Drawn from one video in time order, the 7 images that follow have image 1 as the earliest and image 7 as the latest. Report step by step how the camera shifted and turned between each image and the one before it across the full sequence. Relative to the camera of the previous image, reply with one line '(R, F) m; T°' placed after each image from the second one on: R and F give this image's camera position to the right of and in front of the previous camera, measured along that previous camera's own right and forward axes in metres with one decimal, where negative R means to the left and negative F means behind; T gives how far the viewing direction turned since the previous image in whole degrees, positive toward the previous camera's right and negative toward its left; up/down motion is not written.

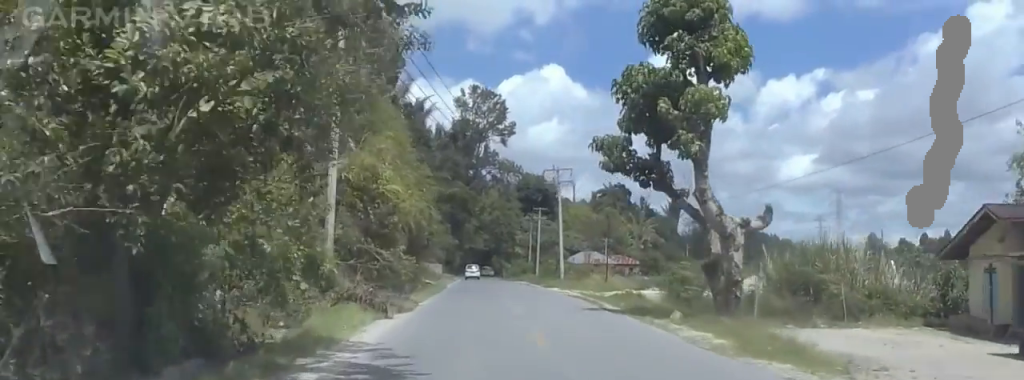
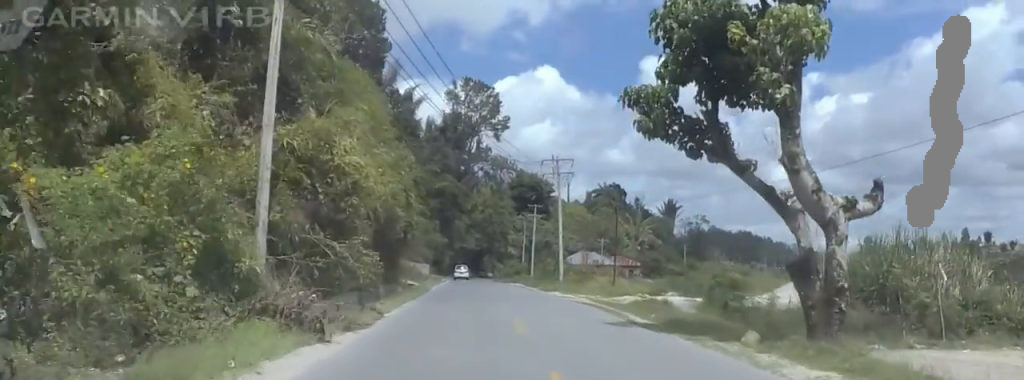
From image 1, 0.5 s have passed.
(-0.5, +7.7) m; -1°
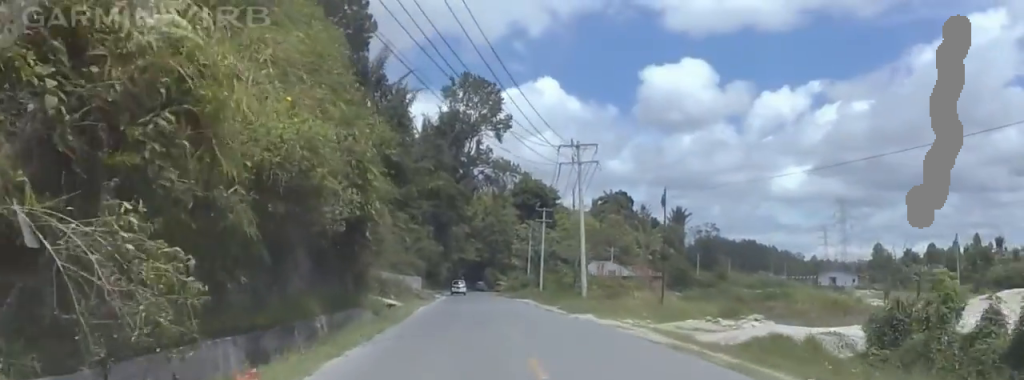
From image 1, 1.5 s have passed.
(-0.4, +14.2) m; +2°
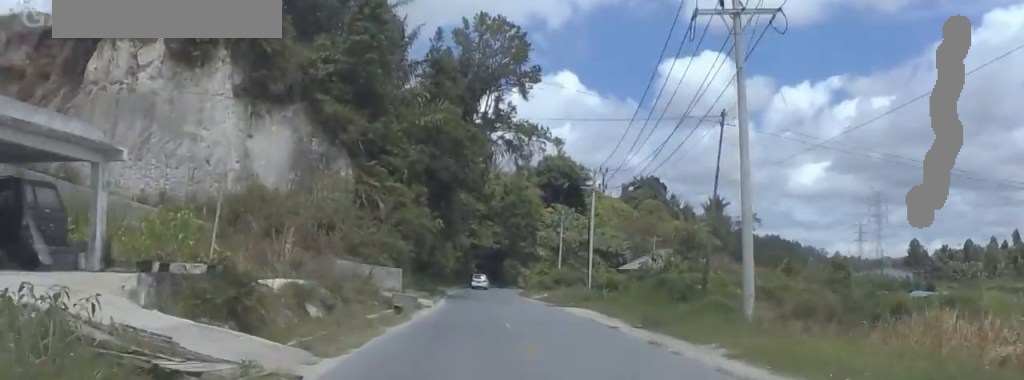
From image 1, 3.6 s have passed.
(+2.1, +31.9) m; +4°
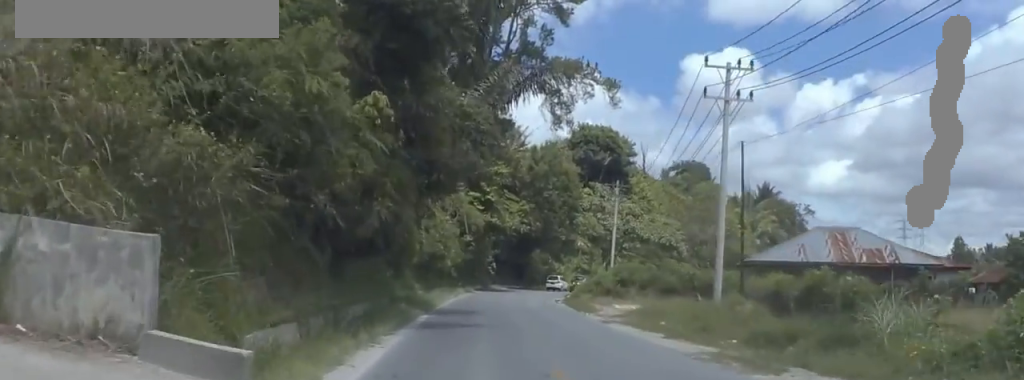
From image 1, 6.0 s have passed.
(0.0, +35.2) m; 0°
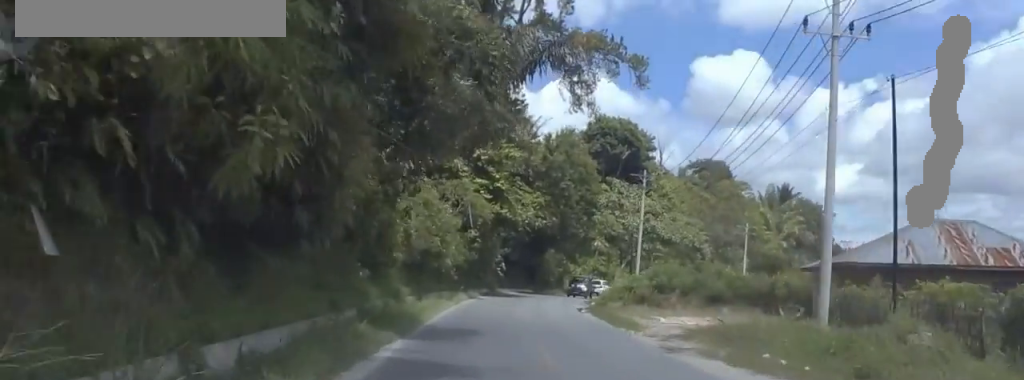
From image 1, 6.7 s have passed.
(-0.1, +10.5) m; -3°
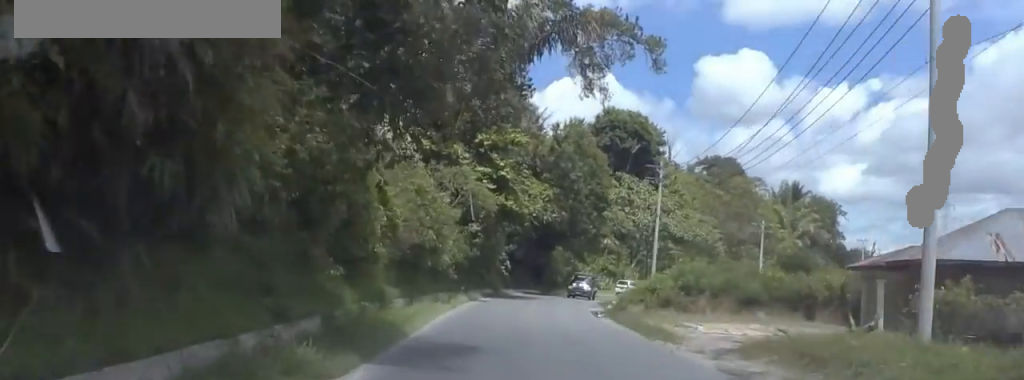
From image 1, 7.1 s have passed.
(+0.3, +5.8) m; -2°
